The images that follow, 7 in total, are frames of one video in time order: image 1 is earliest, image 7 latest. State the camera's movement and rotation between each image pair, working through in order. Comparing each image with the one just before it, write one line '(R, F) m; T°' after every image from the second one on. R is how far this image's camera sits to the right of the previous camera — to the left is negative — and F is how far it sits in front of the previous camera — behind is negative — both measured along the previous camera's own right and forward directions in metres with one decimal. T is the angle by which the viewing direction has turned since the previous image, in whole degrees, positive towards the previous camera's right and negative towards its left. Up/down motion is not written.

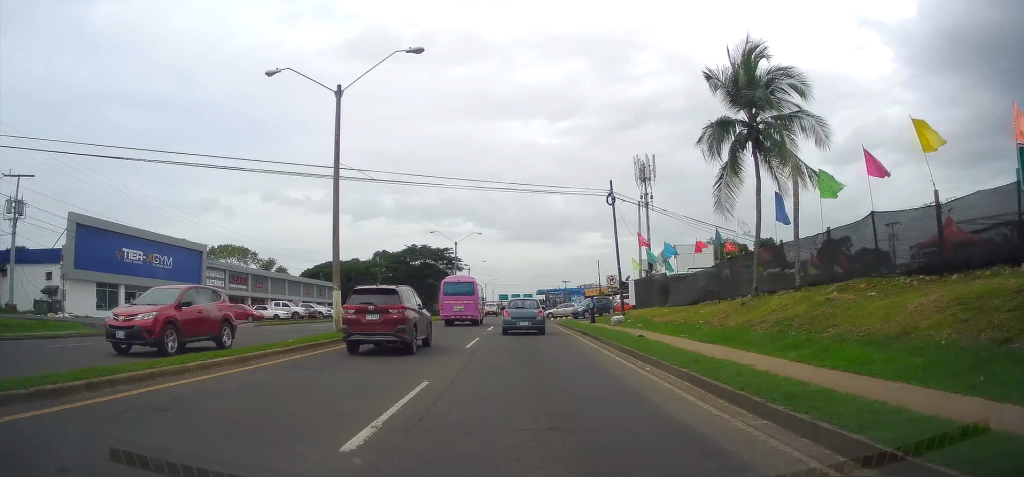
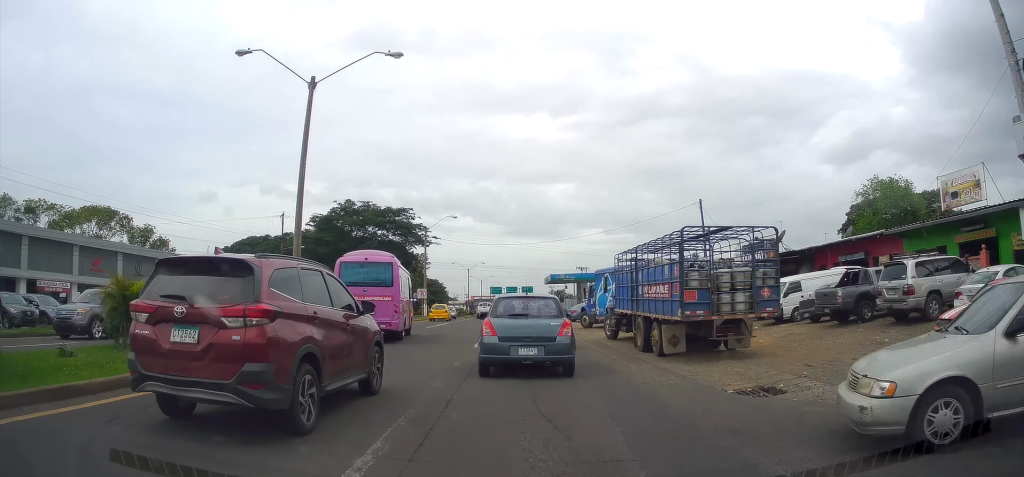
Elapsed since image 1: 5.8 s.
(-0.5, +49.9) m; 0°
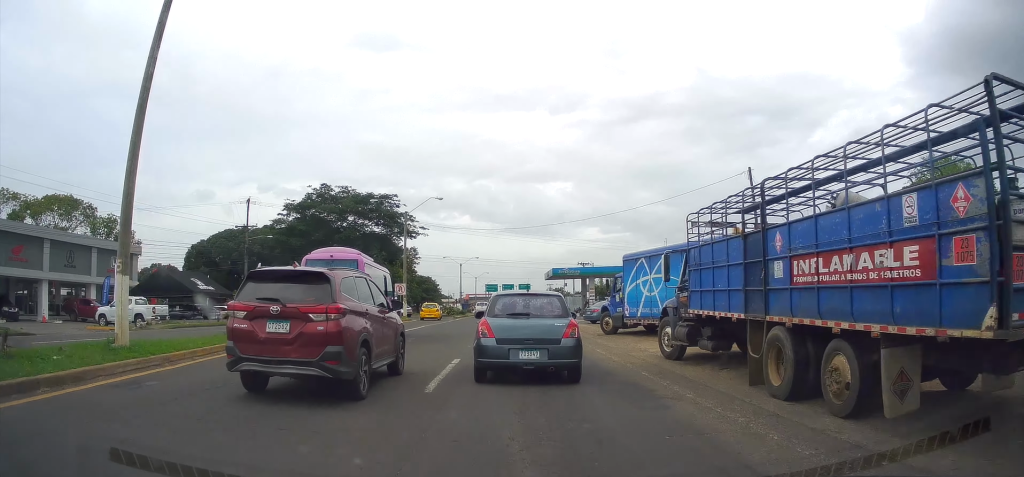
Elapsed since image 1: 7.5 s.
(-0.1, +10.6) m; +1°
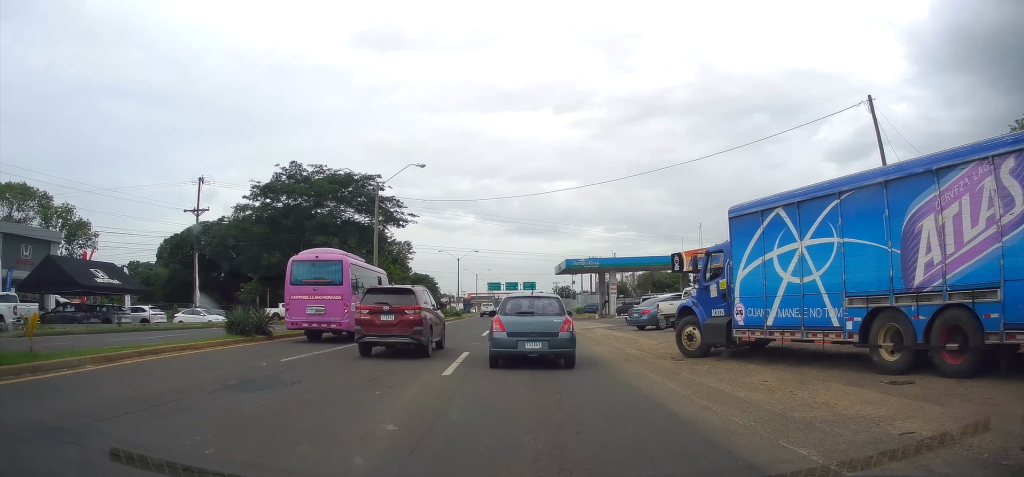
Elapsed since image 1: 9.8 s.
(+0.2, +13.0) m; -3°
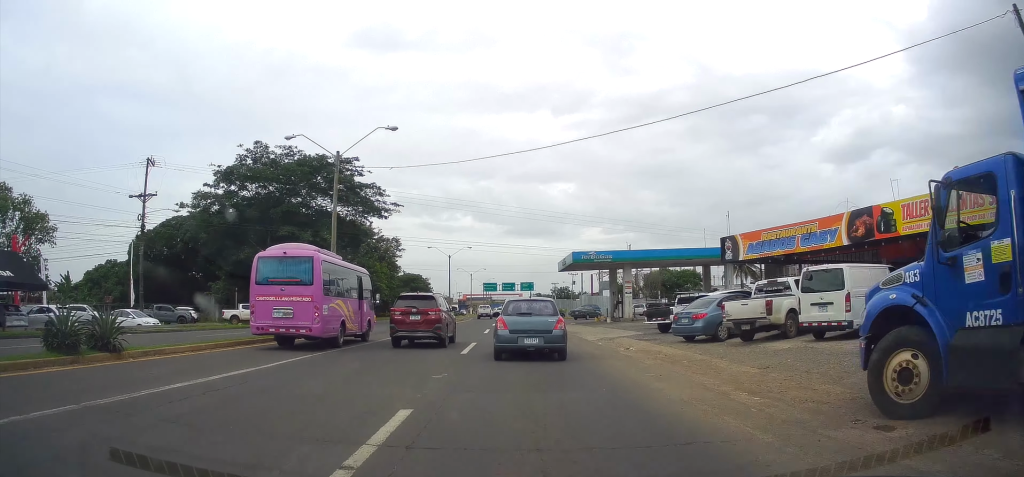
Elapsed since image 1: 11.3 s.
(-0.6, +8.2) m; -2°
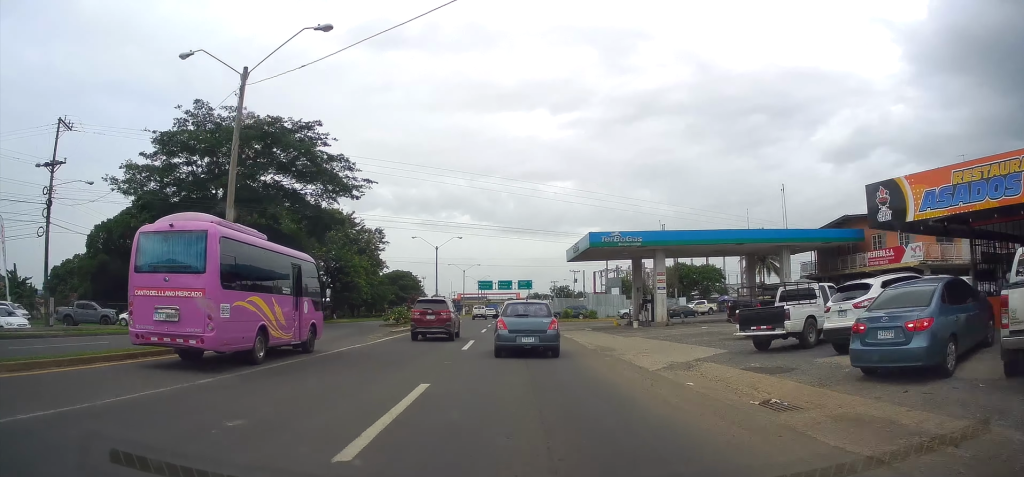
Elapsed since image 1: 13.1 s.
(+0.3, +10.4) m; +4°
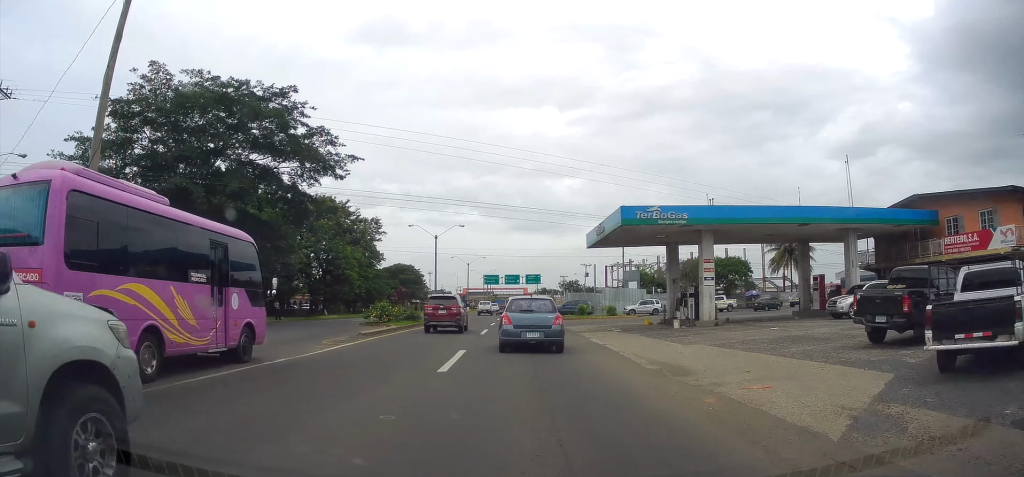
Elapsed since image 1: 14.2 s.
(+0.2, +7.1) m; +1°
